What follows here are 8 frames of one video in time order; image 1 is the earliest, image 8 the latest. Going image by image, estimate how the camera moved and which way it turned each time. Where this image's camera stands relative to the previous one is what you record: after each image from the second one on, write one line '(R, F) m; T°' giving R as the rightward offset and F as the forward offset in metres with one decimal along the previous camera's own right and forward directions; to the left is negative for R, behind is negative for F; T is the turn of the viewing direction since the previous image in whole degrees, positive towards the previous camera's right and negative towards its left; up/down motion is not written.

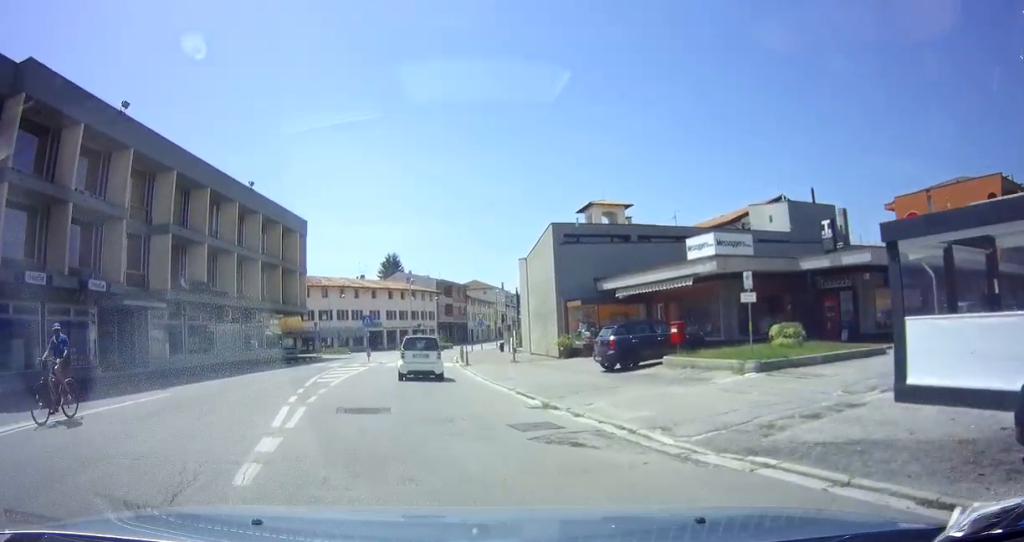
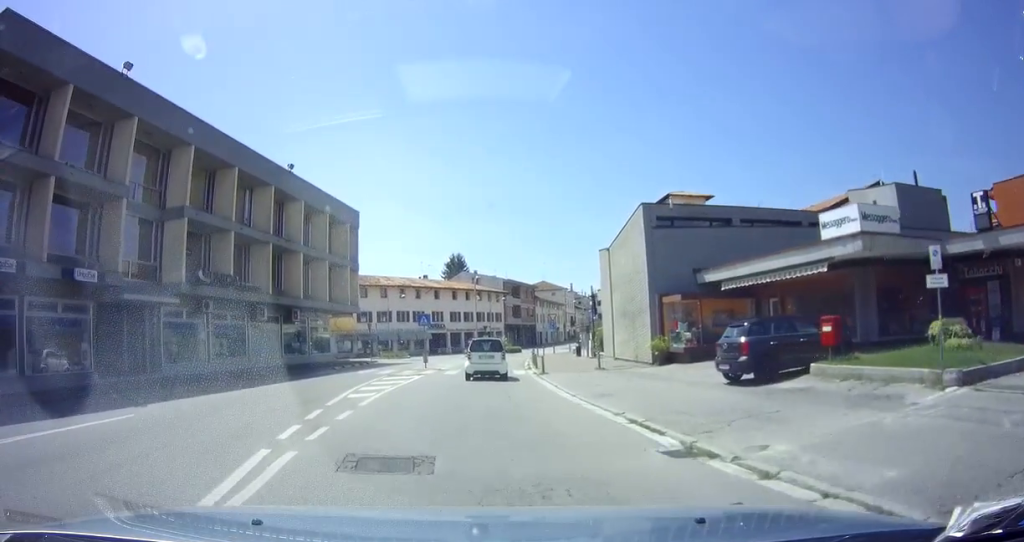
(-0.4, +4.8) m; -7°
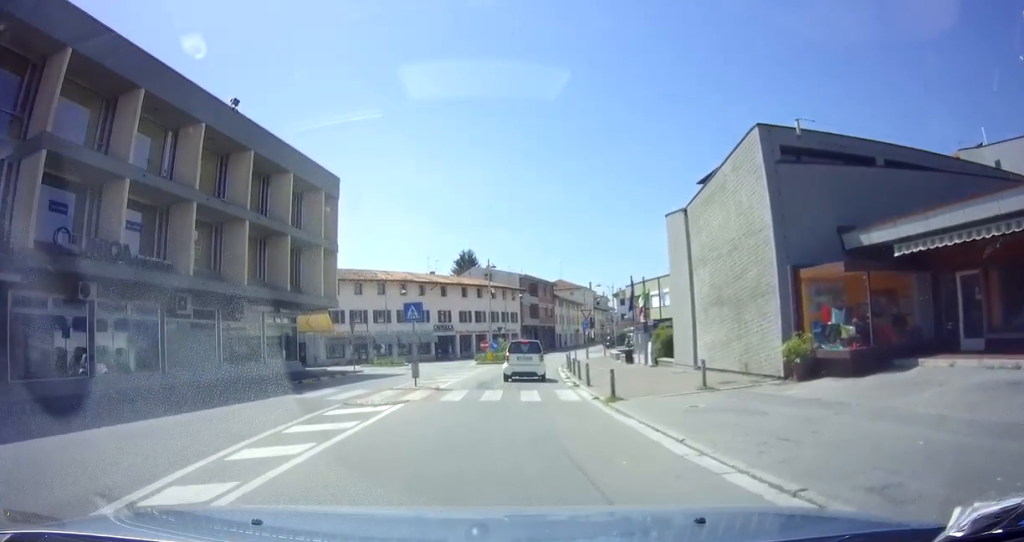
(-0.8, +9.5) m; -6°
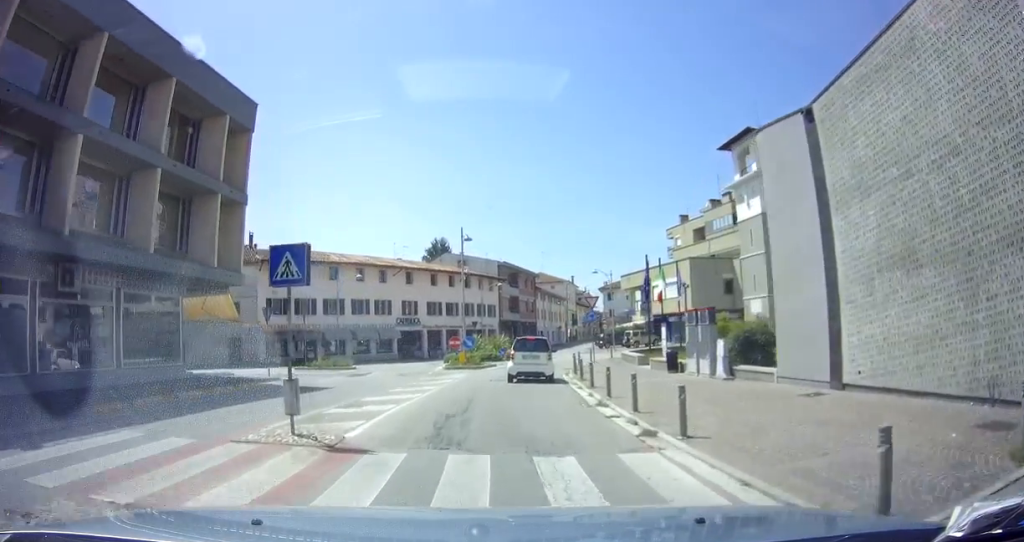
(+0.4, +9.7) m; +4°
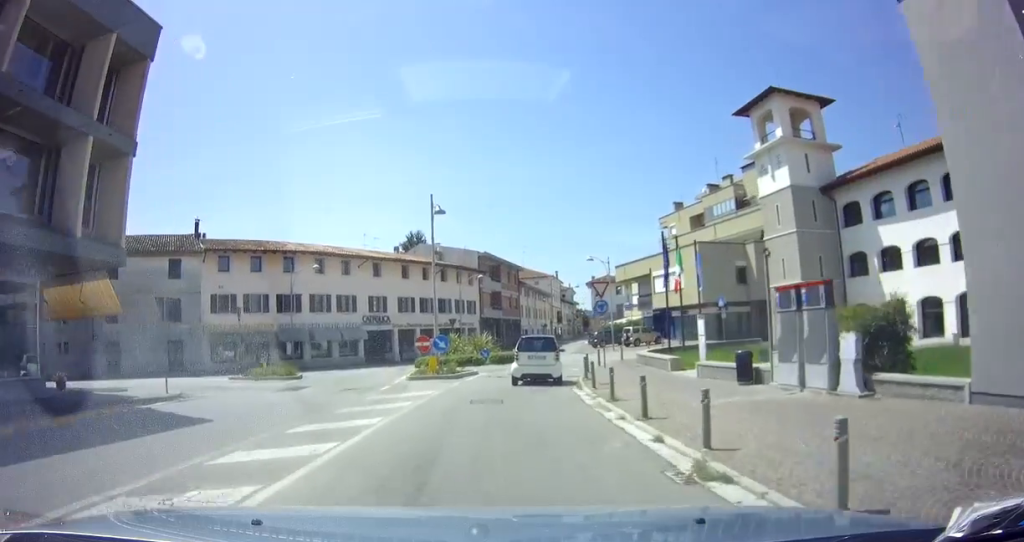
(+0.2, +6.8) m; +1°
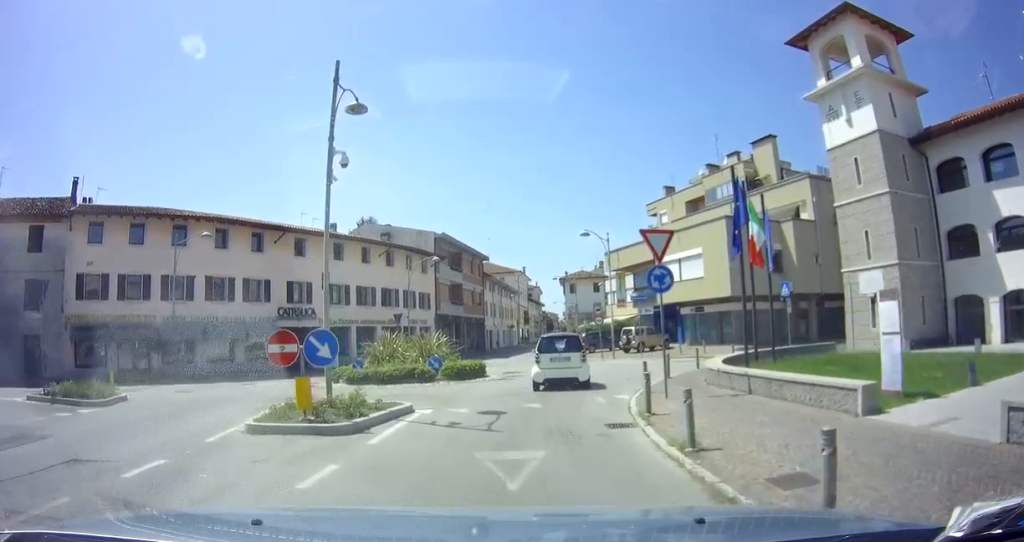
(+0.7, +11.8) m; +6°
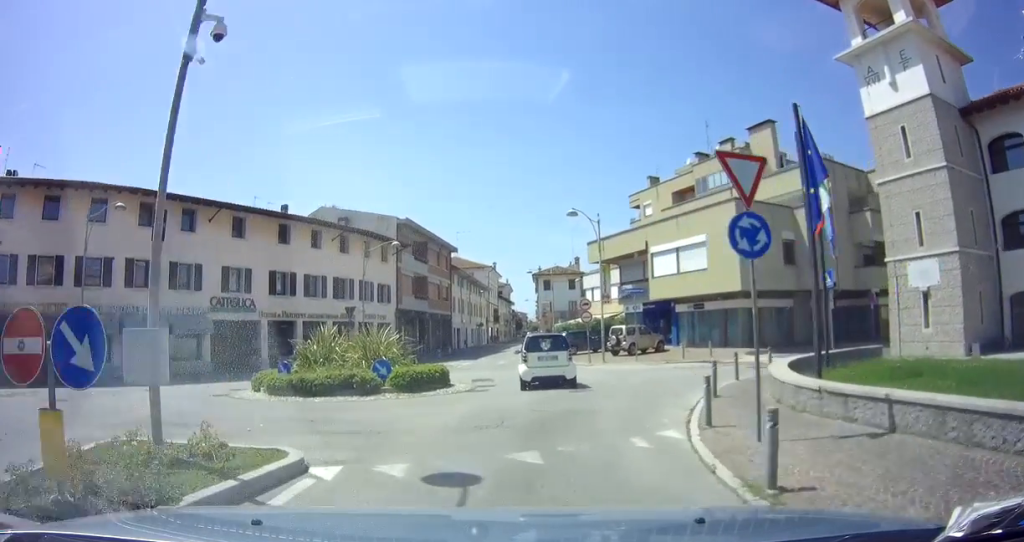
(-0.3, +5.4) m; +1°
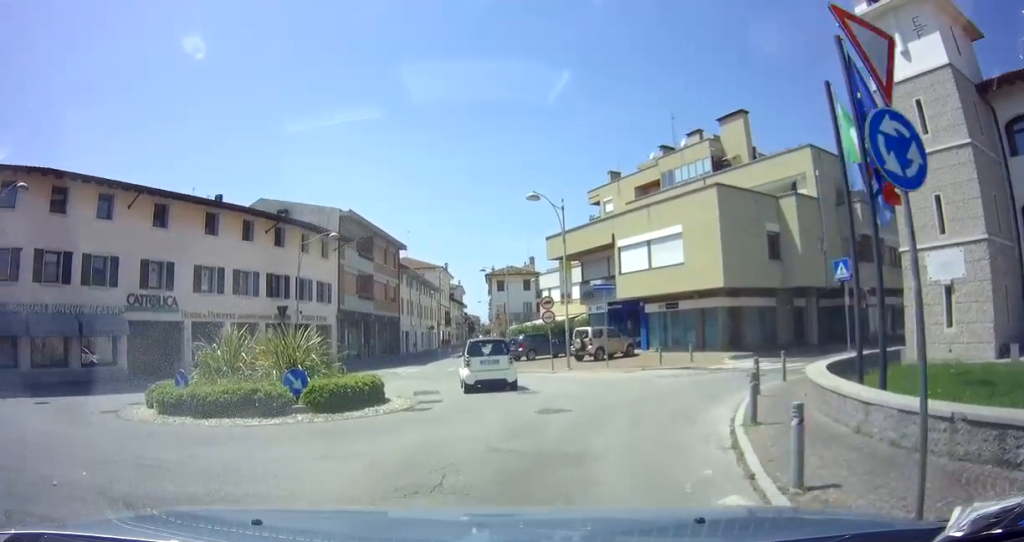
(+0.2, +3.7) m; +8°
